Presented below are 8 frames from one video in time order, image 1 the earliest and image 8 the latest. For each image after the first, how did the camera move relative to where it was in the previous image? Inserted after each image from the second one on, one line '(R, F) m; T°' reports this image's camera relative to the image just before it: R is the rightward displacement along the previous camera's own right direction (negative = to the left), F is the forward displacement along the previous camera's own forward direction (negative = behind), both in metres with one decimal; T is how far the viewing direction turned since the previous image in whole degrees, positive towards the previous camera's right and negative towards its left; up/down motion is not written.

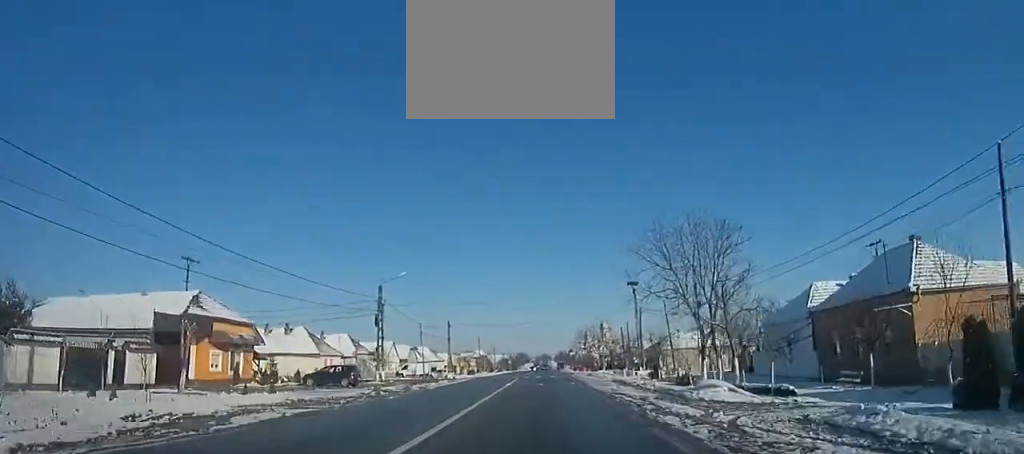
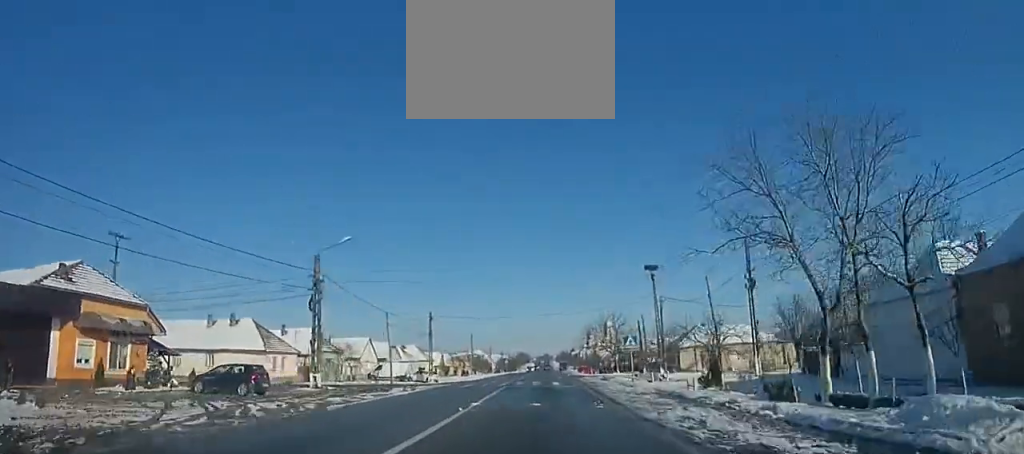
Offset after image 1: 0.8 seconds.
(0.0, +10.9) m; 0°
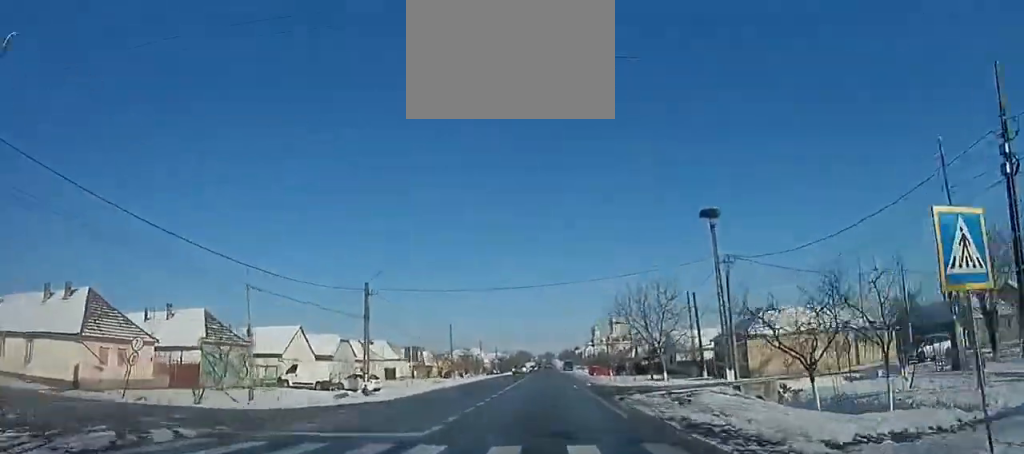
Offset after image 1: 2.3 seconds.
(0.0, +19.7) m; 0°
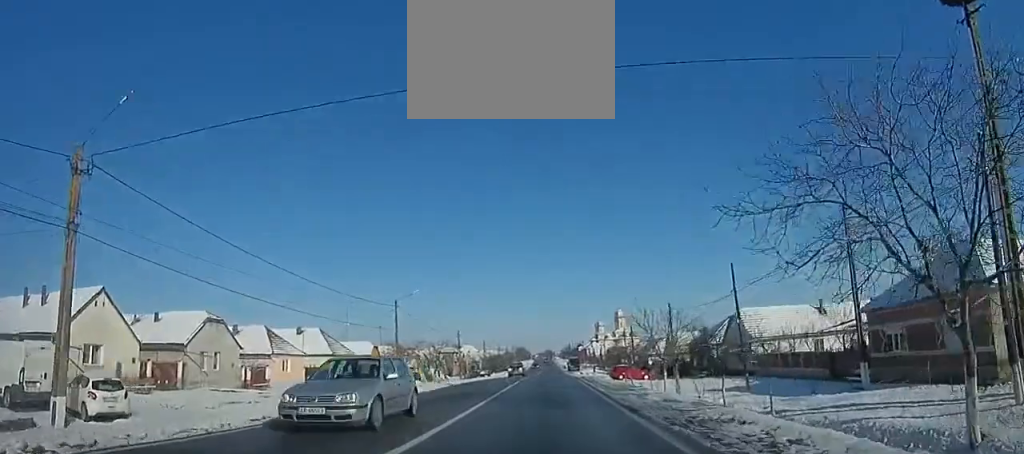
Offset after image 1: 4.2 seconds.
(0.0, +24.8) m; -1°
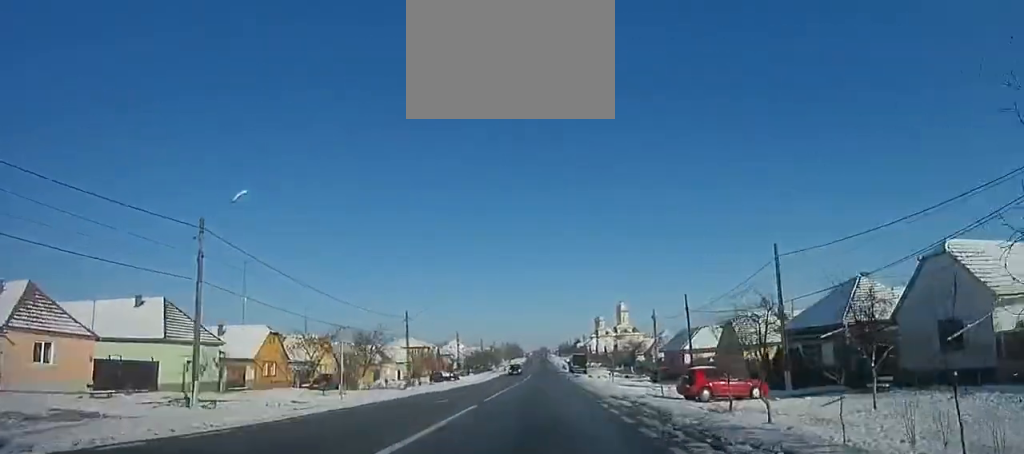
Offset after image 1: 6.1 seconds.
(-0.4, +26.5) m; -1°
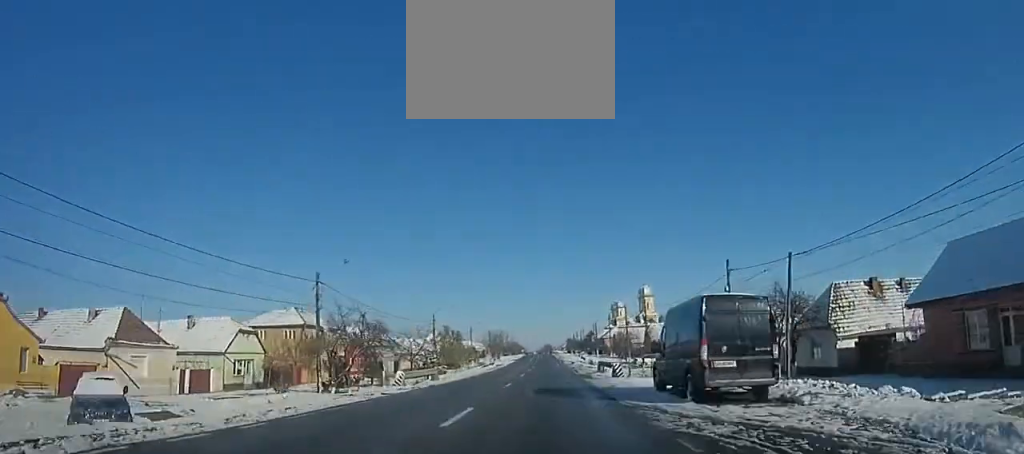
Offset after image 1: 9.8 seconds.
(+0.9, +53.4) m; +1°
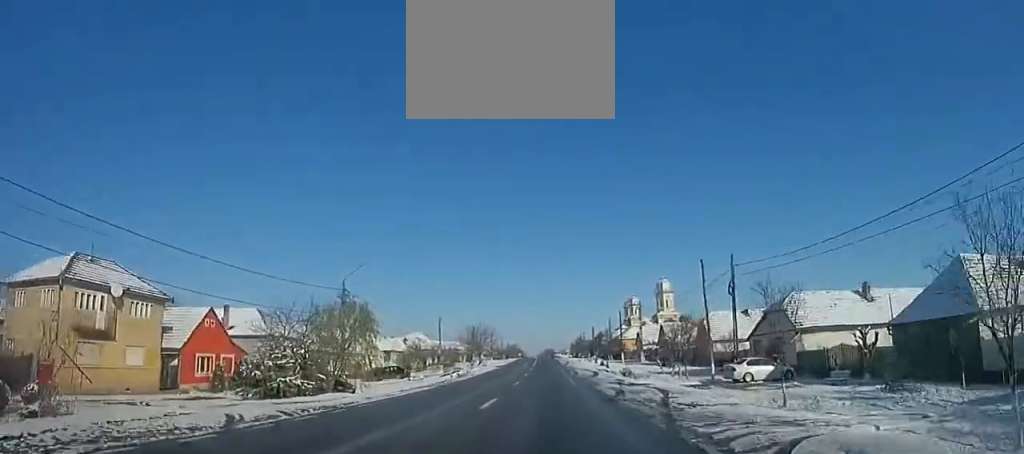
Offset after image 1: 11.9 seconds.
(-0.5, +30.0) m; -2°
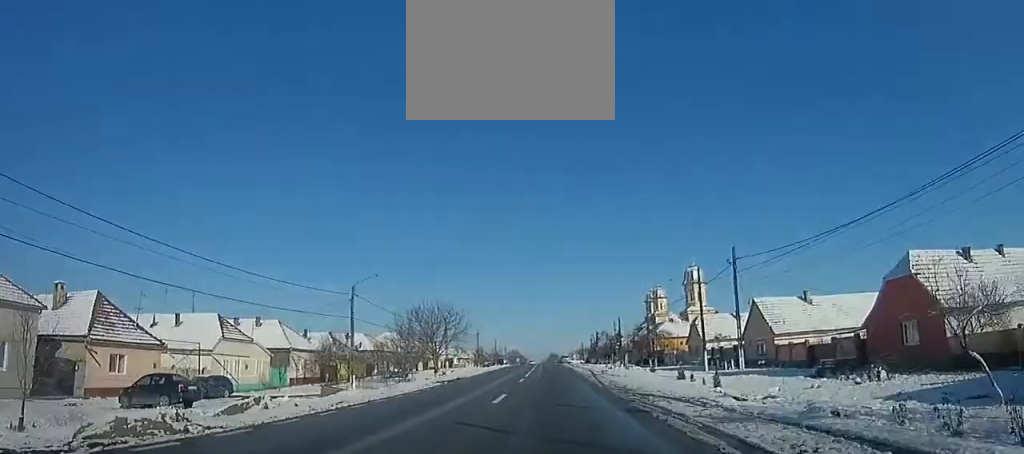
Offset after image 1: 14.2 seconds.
(-0.5, +32.7) m; +1°
